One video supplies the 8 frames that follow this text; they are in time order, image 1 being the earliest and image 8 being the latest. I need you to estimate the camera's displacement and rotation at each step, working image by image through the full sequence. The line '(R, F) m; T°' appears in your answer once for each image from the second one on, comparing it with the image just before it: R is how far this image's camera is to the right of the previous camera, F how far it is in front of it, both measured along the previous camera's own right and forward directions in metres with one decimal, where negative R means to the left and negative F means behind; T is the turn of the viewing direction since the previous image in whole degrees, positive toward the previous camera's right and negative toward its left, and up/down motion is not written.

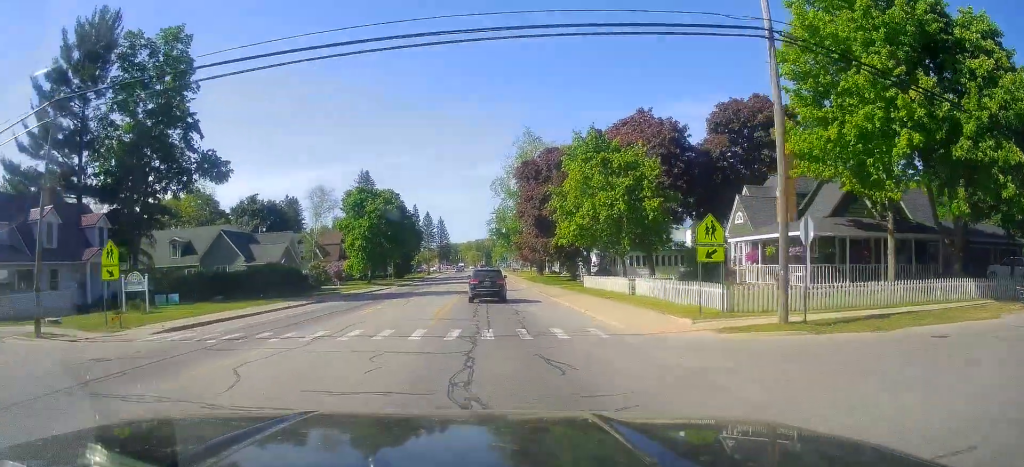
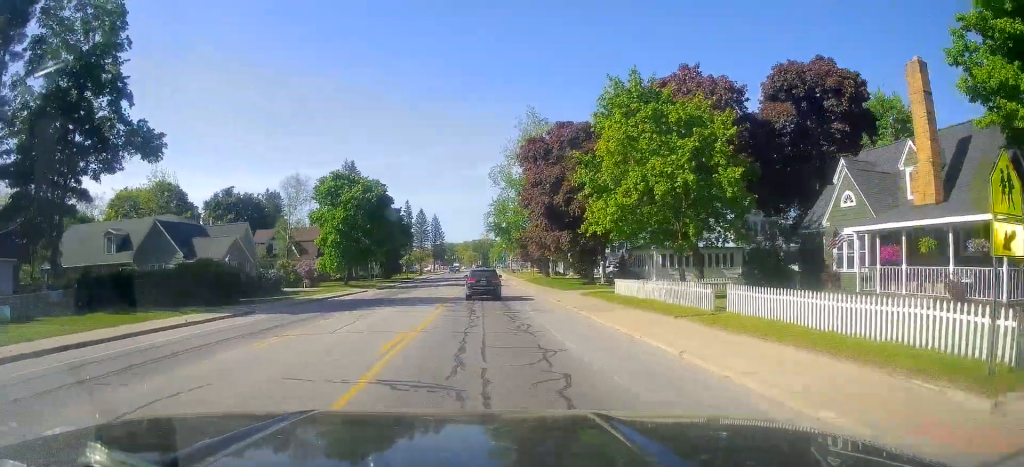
(0.0, +12.0) m; 0°
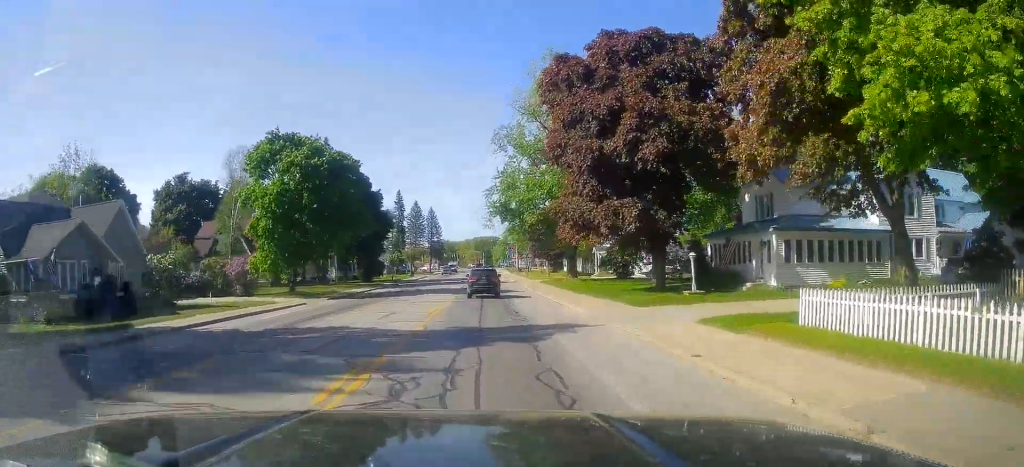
(0.0, +20.4) m; 0°
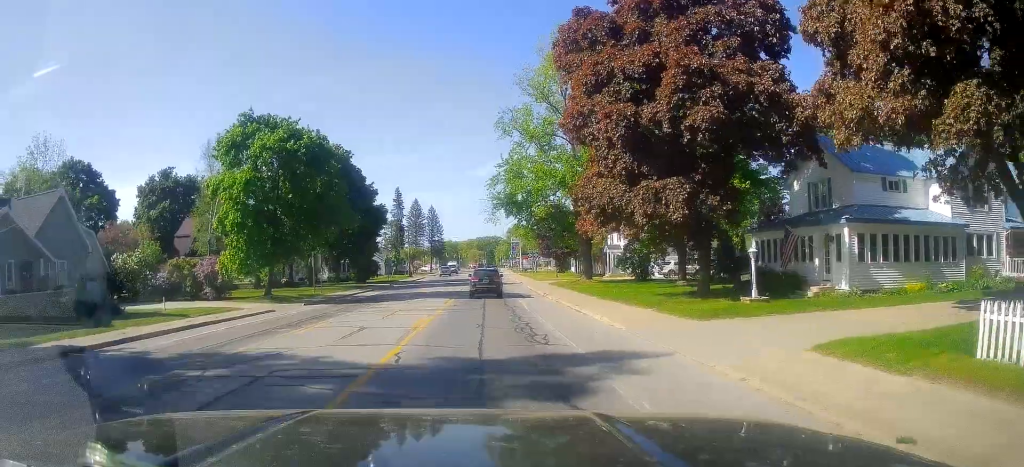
(0.0, +6.0) m; 0°
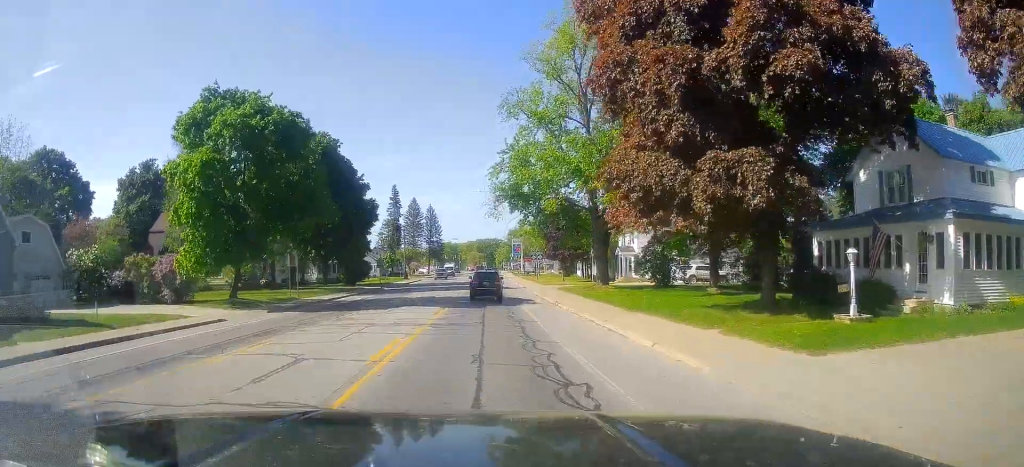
(0.0, +6.1) m; 0°
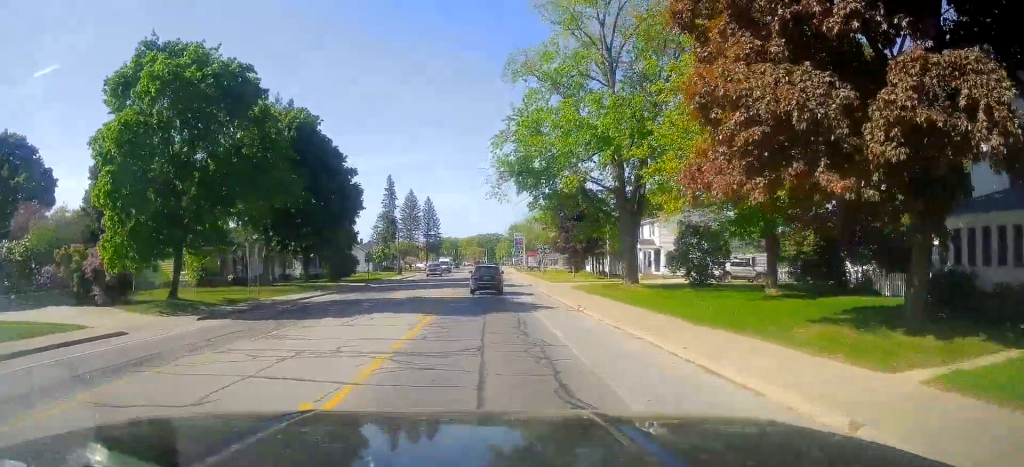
(0.0, +7.6) m; 0°
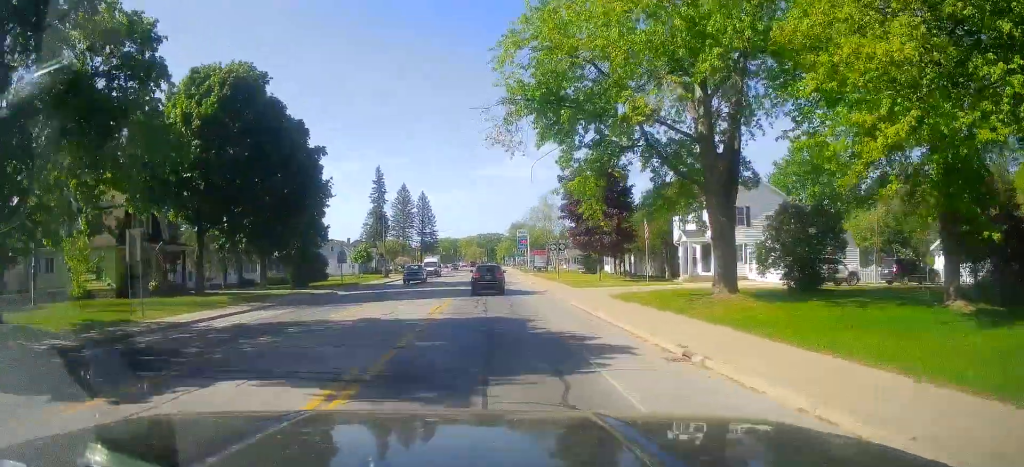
(0.0, +12.5) m; 0°
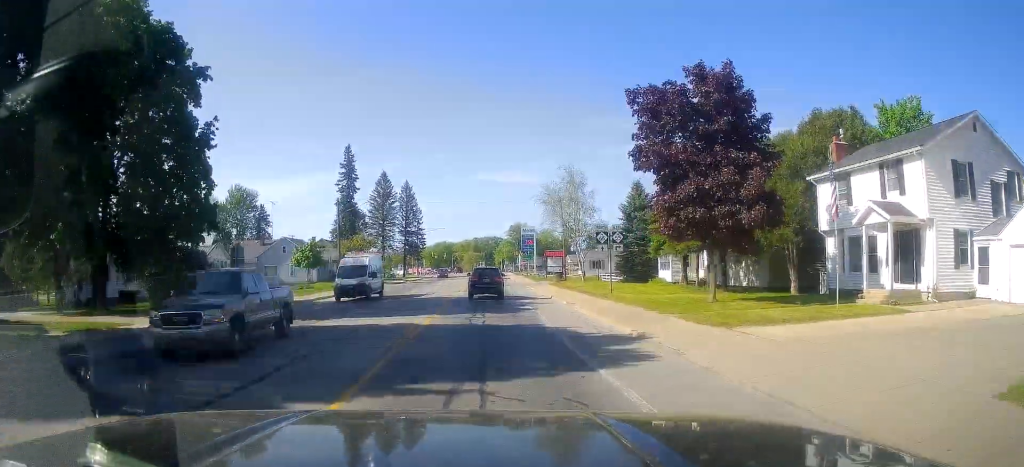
(0.0, +23.2) m; 0°
